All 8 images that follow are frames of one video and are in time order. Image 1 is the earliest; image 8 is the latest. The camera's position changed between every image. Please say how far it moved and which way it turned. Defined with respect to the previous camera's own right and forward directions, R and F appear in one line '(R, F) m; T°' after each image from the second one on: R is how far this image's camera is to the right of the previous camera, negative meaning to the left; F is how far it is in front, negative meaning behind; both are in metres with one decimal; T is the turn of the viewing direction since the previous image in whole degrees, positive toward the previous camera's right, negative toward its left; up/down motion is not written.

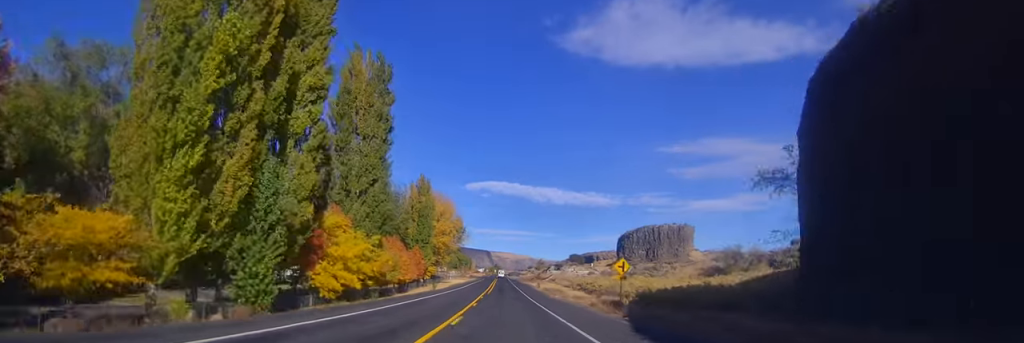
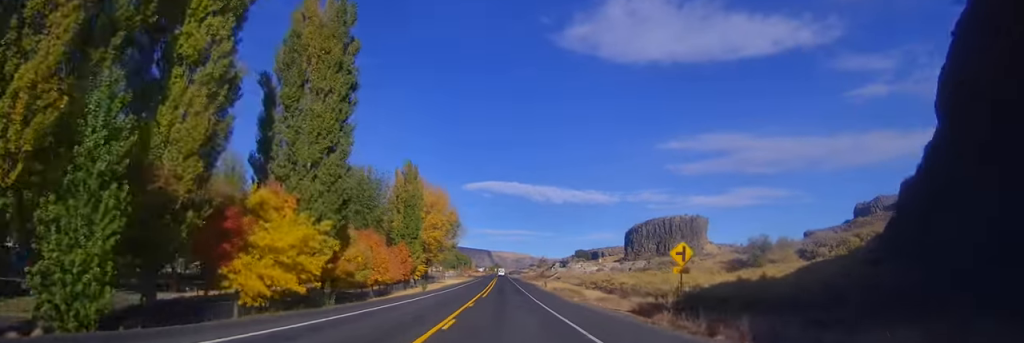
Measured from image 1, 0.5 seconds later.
(-0.3, +14.3) m; 0°
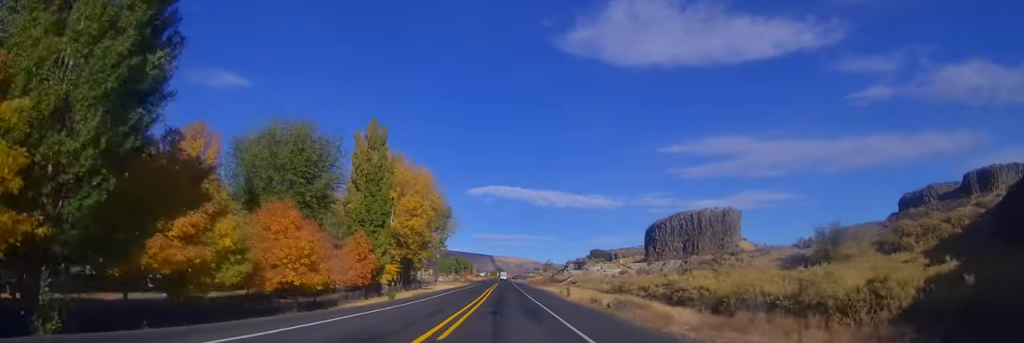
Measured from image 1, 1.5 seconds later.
(+0.1, +26.8) m; 0°
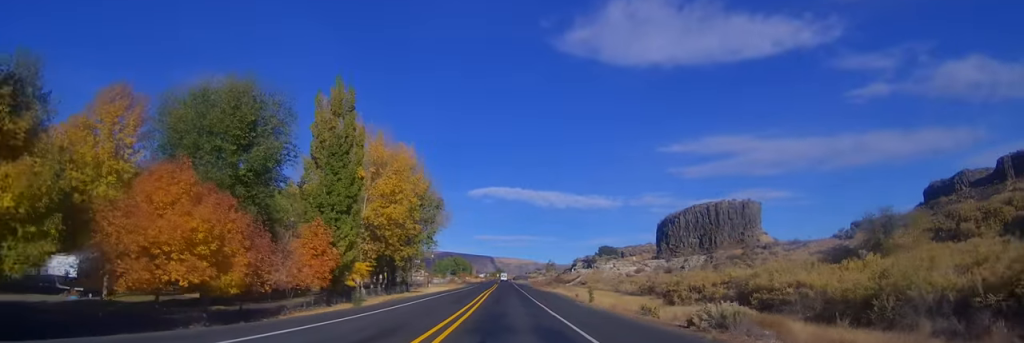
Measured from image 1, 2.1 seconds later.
(+0.3, +14.3) m; 0°
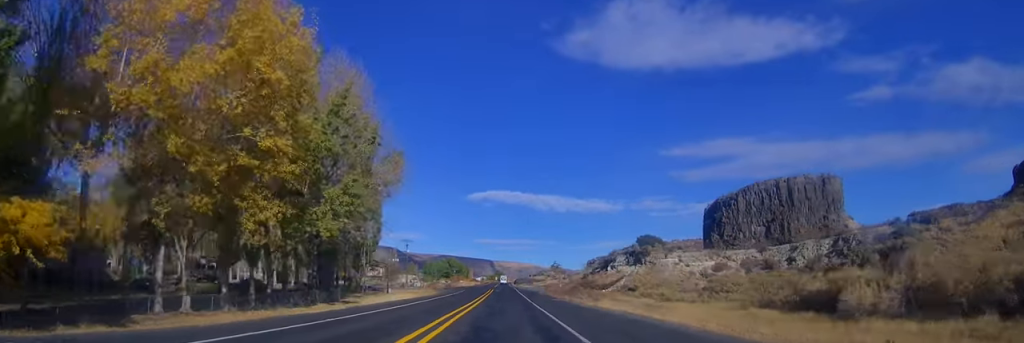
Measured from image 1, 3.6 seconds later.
(-0.3, +41.2) m; 0°
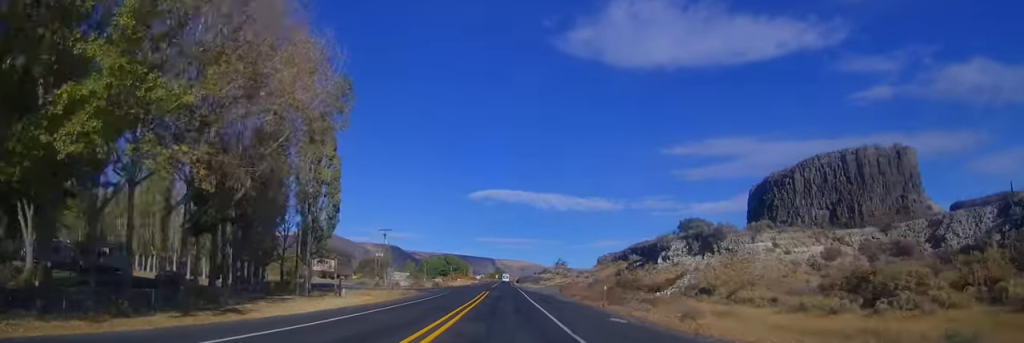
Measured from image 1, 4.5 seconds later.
(+0.1, +24.2) m; 0°
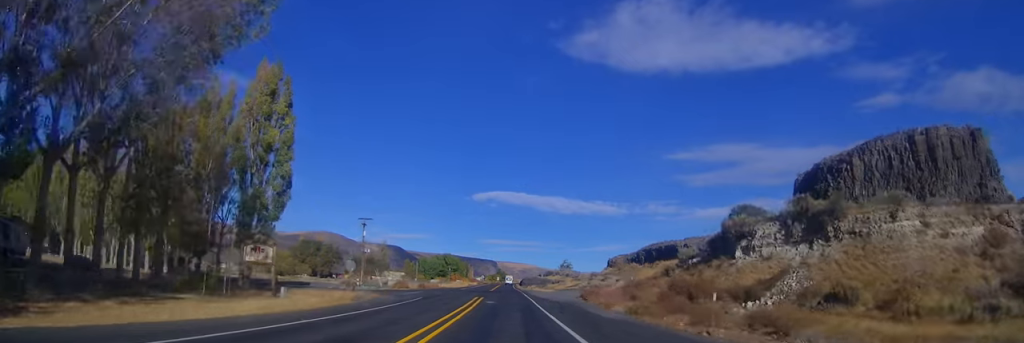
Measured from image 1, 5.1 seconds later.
(-0.1, +17.0) m; -1°
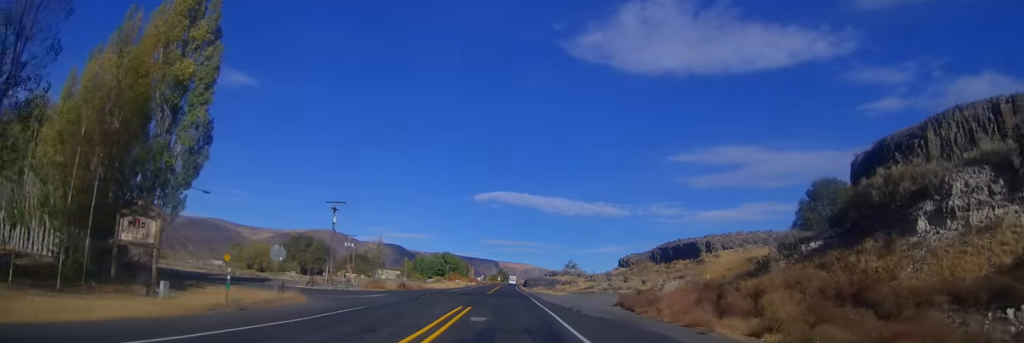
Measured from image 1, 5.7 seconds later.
(-0.2, +16.1) m; -1°
